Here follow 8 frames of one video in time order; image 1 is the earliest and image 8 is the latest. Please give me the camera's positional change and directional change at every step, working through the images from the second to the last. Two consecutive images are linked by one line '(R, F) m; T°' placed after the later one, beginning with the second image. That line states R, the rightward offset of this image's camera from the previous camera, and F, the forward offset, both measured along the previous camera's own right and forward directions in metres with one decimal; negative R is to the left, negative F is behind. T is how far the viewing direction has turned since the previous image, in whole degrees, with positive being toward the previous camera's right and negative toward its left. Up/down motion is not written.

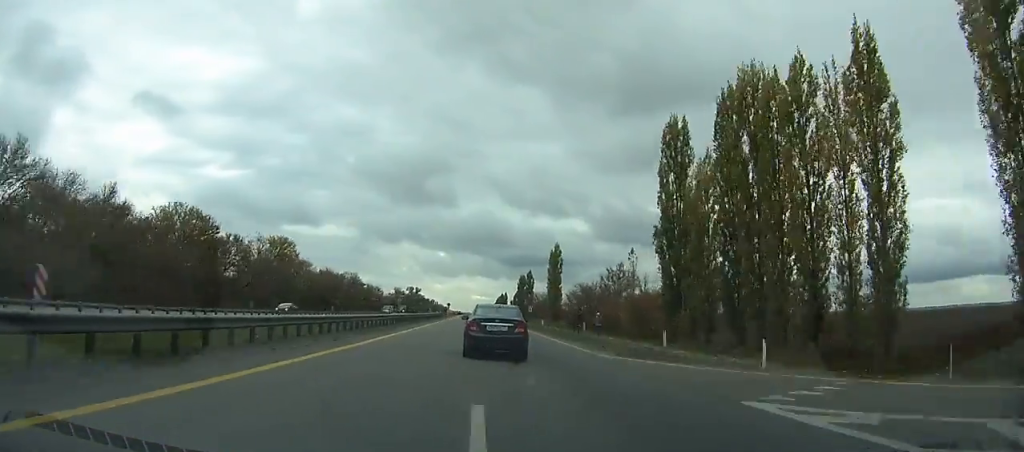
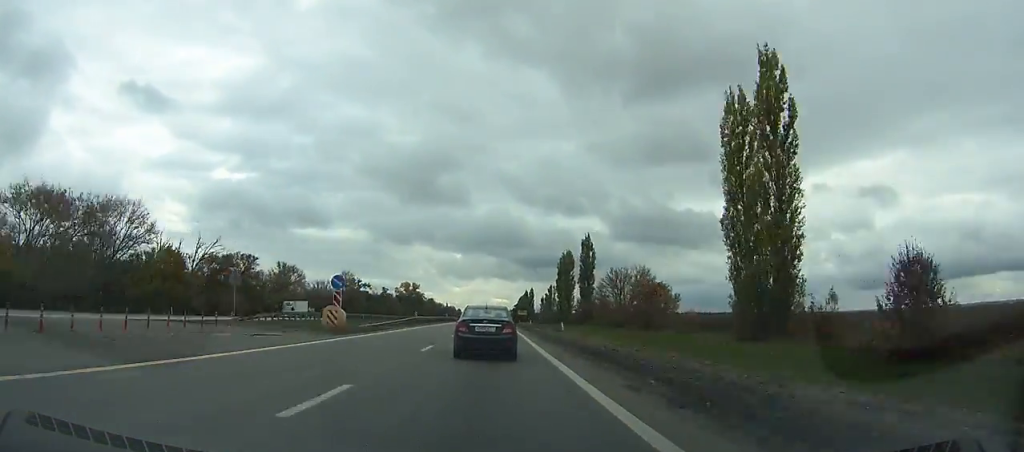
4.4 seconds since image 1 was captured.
(+3.5, +119.7) m; +1°
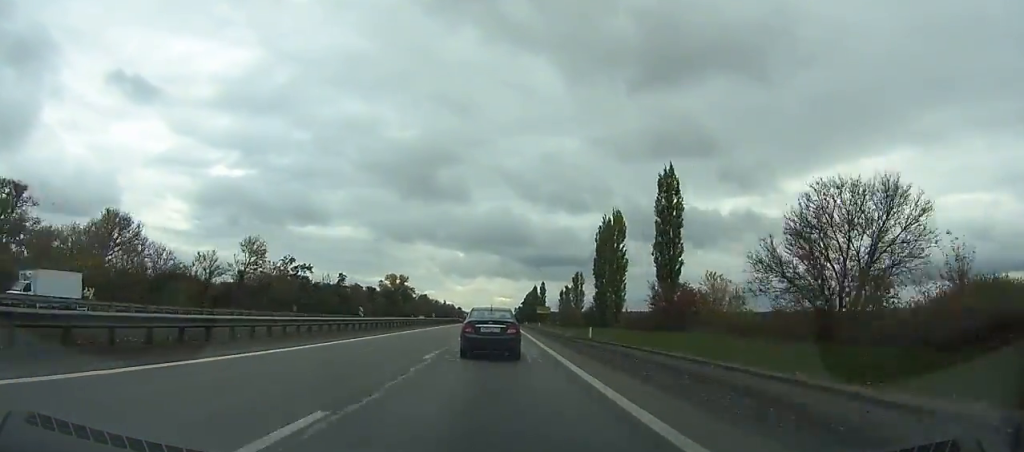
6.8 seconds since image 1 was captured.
(-0.3, +64.4) m; 0°
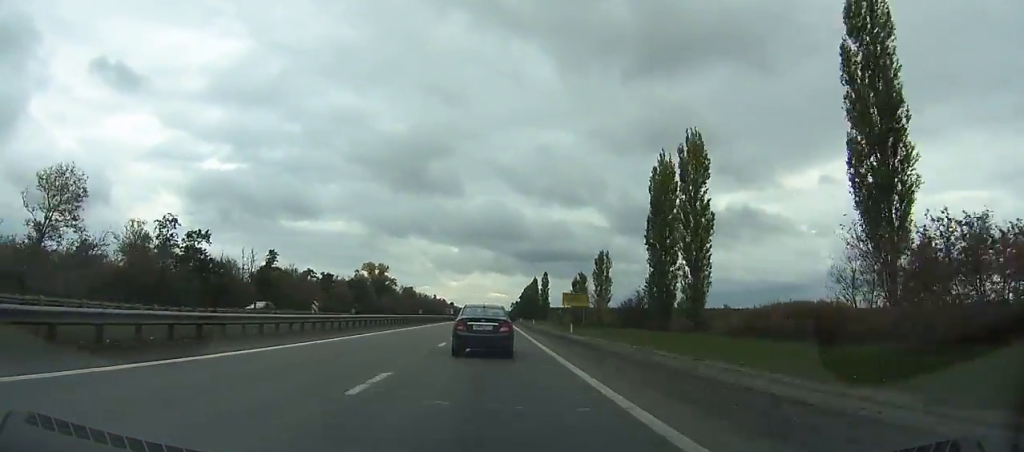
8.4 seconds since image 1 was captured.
(-0.1, +42.8) m; 0°
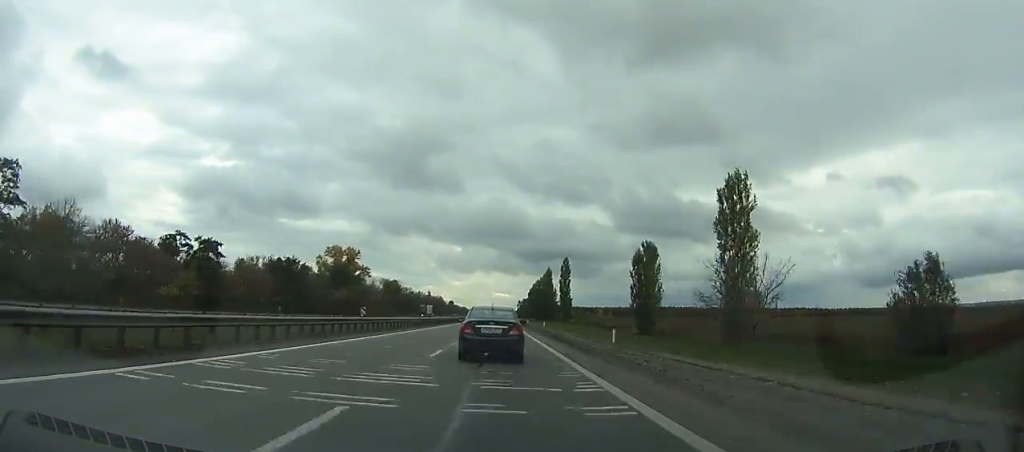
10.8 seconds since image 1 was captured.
(0.0, +64.1) m; 0°
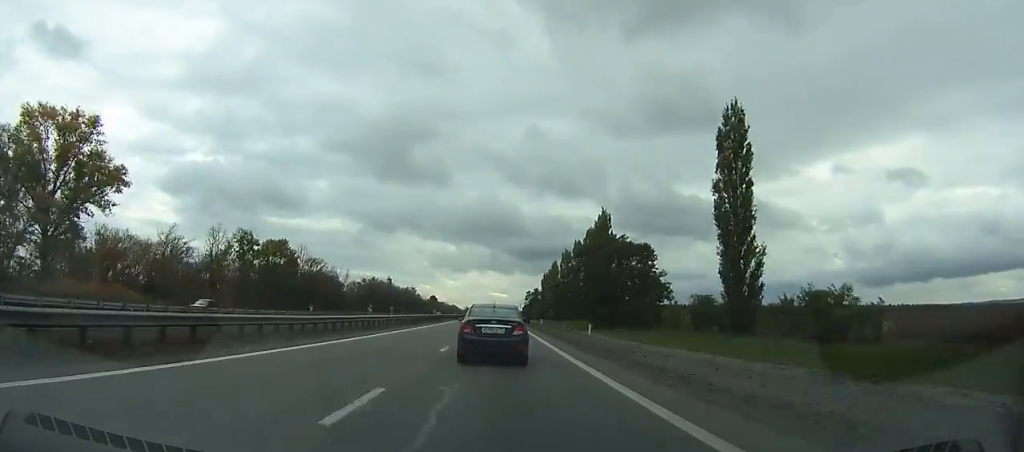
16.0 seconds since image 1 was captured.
(-0.1, +140.0) m; 0°
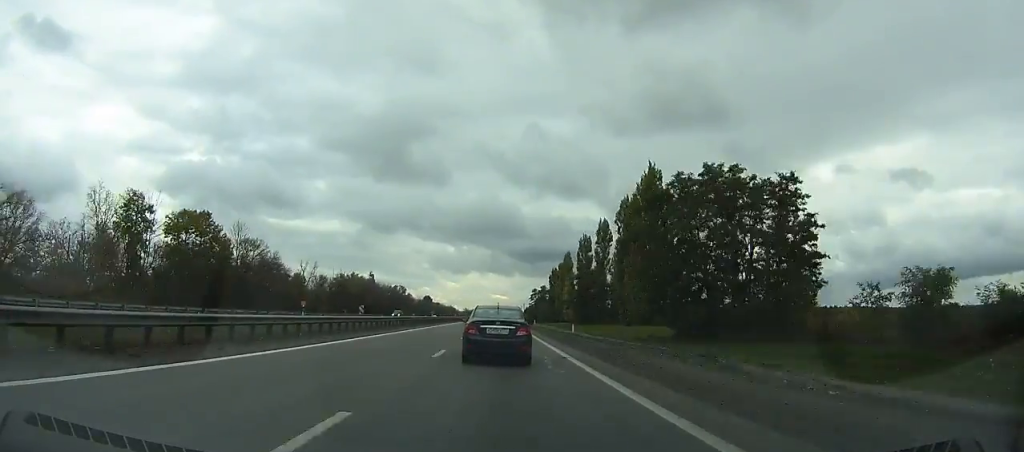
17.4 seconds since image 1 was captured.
(0.0, +37.9) m; 0°
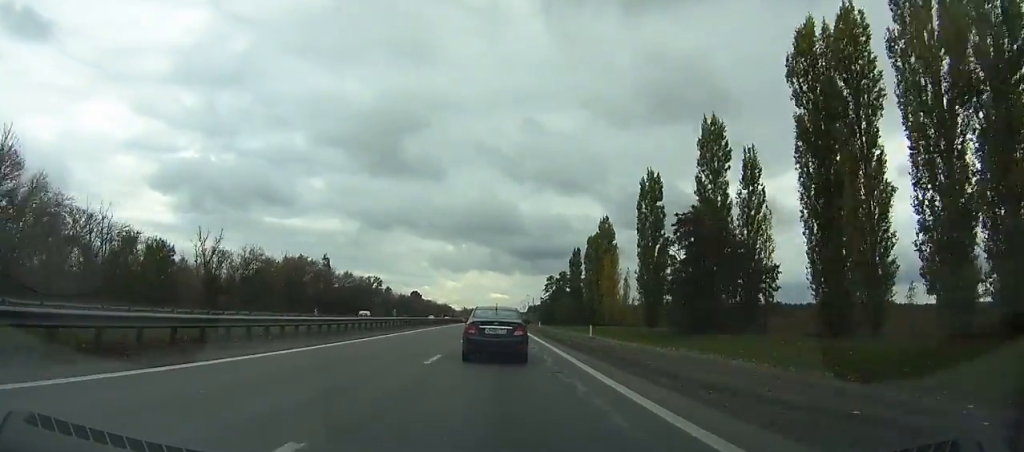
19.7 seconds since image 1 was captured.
(0.0, +62.6) m; 0°
